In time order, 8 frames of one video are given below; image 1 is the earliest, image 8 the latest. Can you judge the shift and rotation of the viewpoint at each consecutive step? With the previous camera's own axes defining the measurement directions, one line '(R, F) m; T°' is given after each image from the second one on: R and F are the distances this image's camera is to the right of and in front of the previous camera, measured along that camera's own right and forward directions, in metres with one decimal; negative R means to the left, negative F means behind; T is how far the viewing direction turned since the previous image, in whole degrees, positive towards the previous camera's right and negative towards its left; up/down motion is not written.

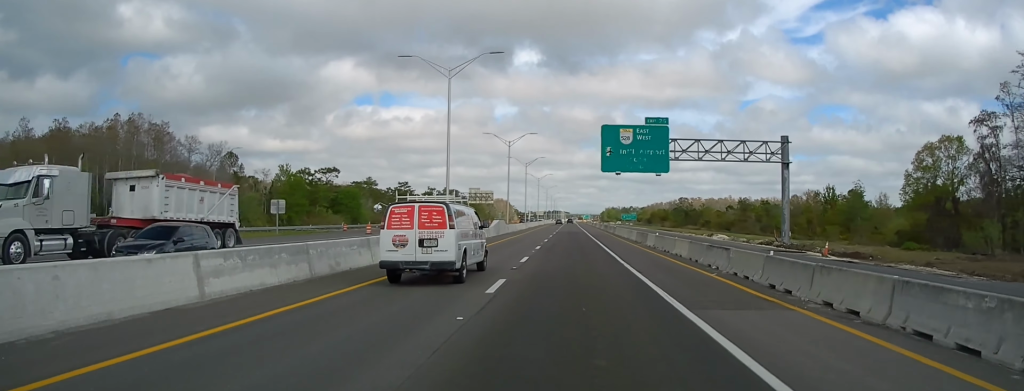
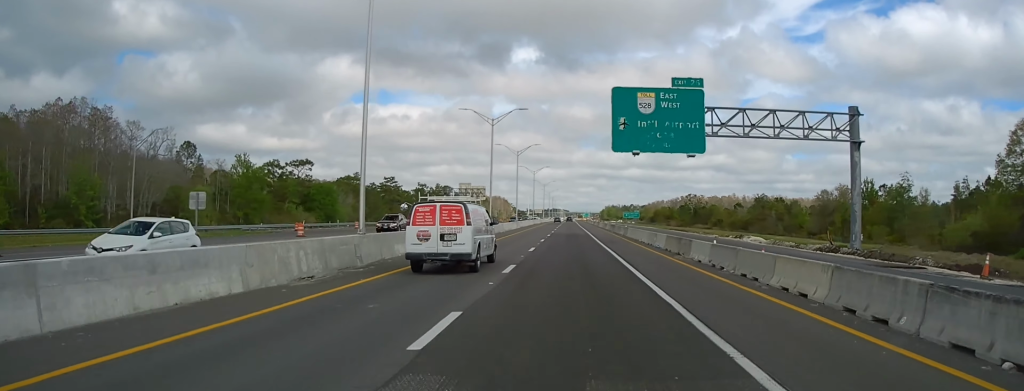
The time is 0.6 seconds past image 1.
(+0.5, +17.1) m; 0°
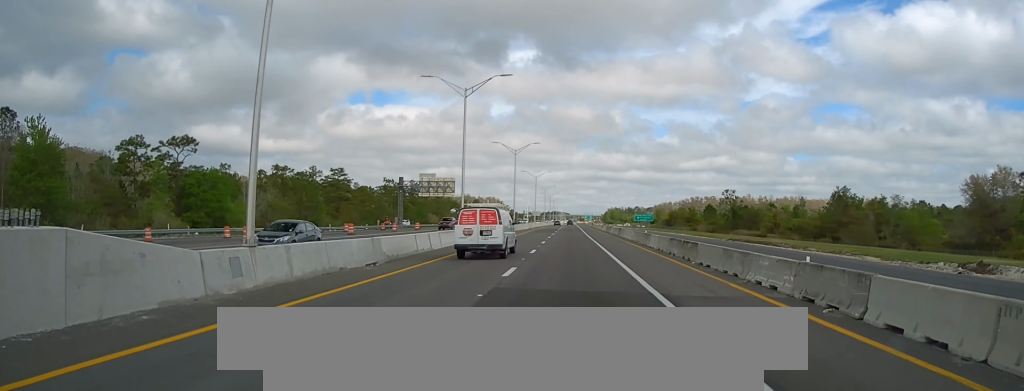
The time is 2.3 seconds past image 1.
(-0.3, +49.2) m; 0°
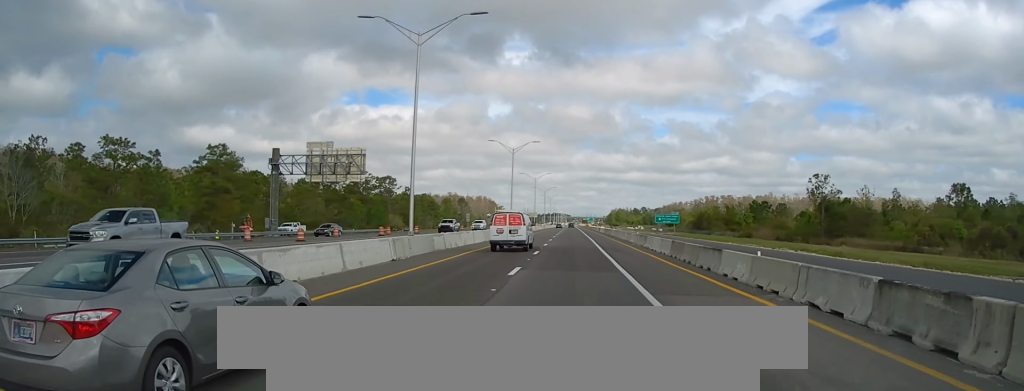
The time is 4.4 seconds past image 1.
(-0.6, +59.6) m; 0°
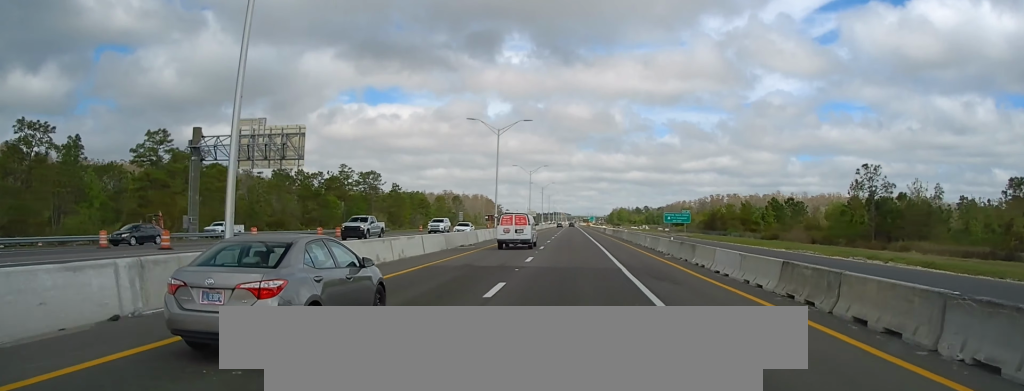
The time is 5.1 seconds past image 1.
(+0.1, +18.0) m; 0°
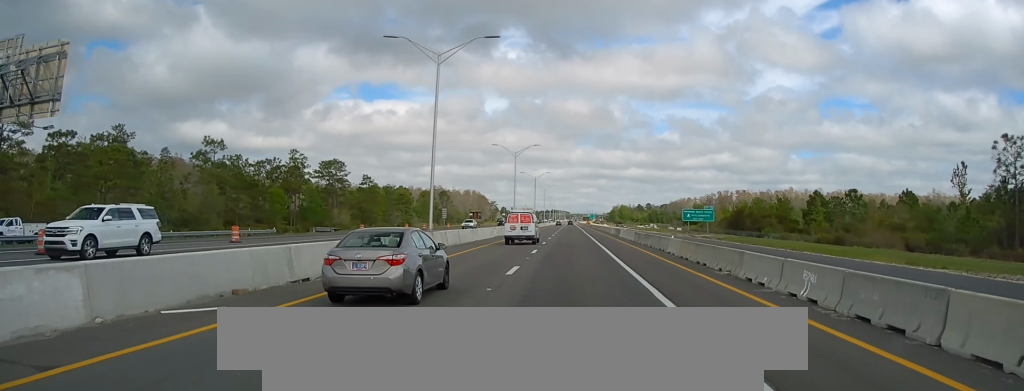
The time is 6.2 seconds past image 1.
(0.0, +31.2) m; 0°
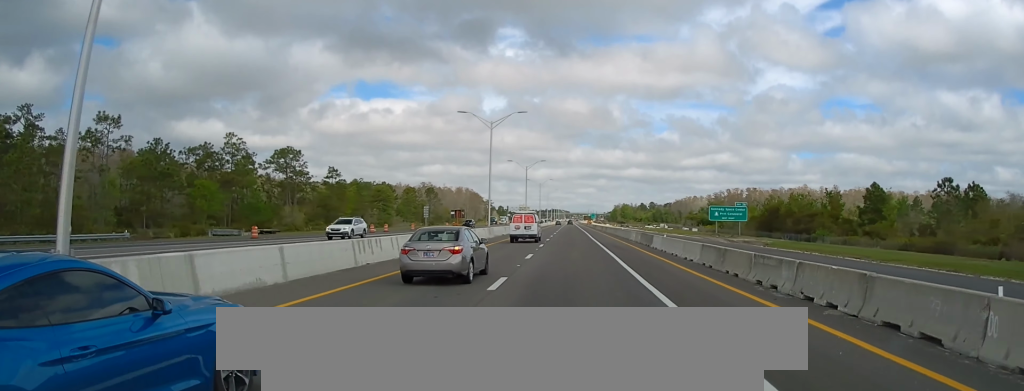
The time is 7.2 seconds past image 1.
(0.0, +28.3) m; 0°
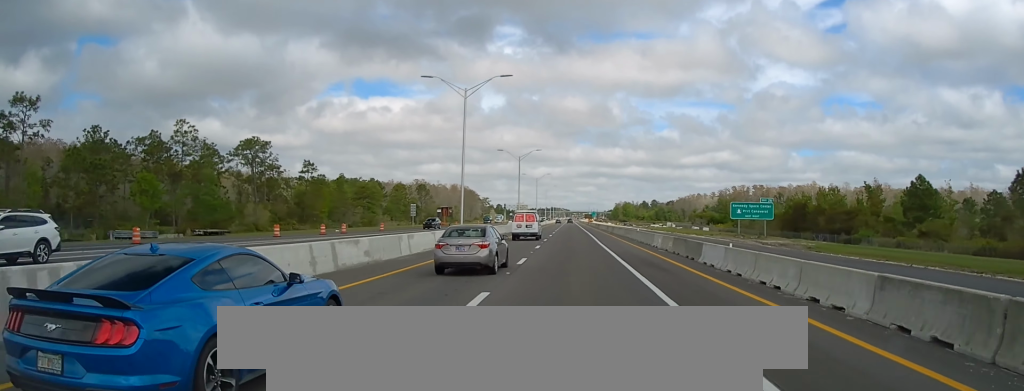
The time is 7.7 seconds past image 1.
(0.0, +16.0) m; 0°
